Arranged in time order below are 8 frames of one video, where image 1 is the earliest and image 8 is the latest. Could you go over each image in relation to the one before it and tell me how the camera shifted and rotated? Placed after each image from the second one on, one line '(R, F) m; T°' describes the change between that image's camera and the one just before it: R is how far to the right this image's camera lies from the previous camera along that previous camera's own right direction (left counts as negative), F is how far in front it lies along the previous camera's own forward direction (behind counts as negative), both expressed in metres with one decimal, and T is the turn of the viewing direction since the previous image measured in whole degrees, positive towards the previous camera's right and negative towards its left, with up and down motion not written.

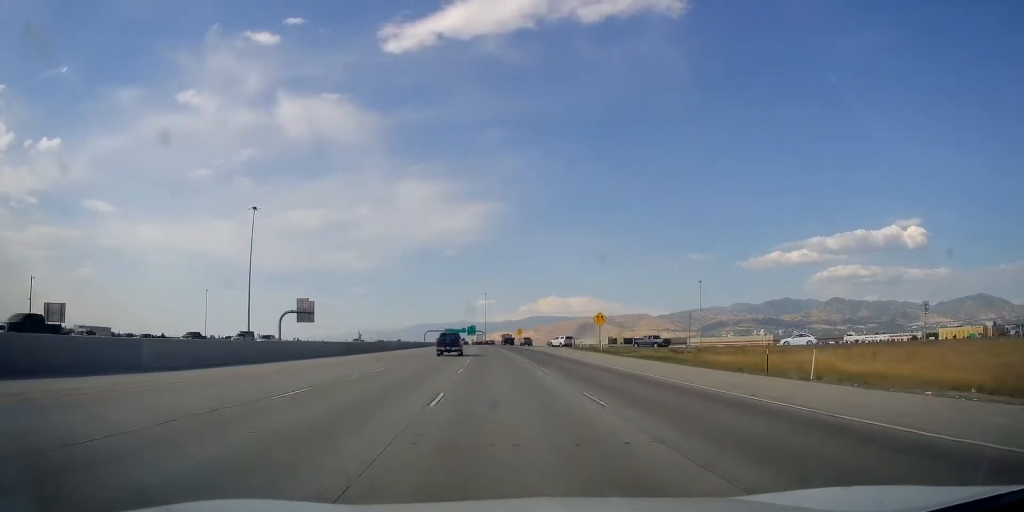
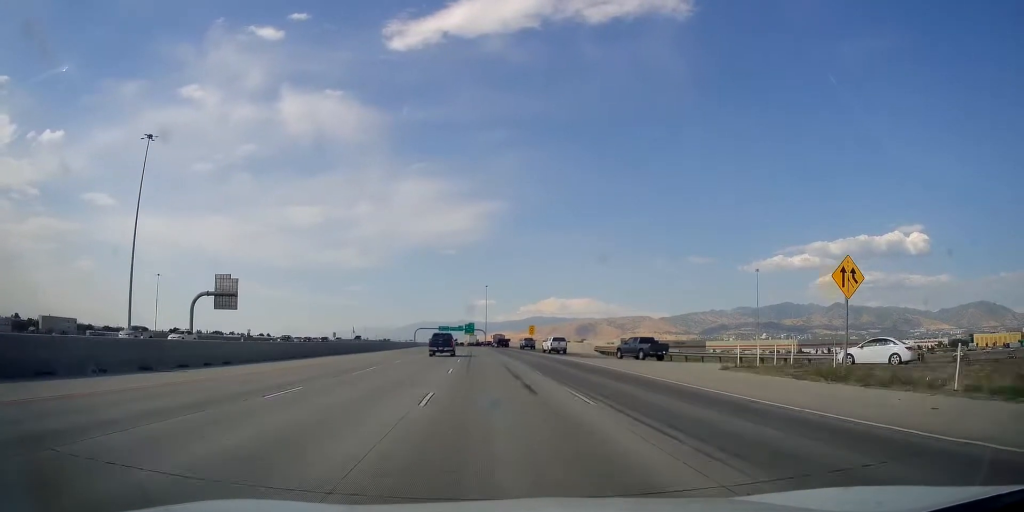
(+0.5, +47.9) m; +1°
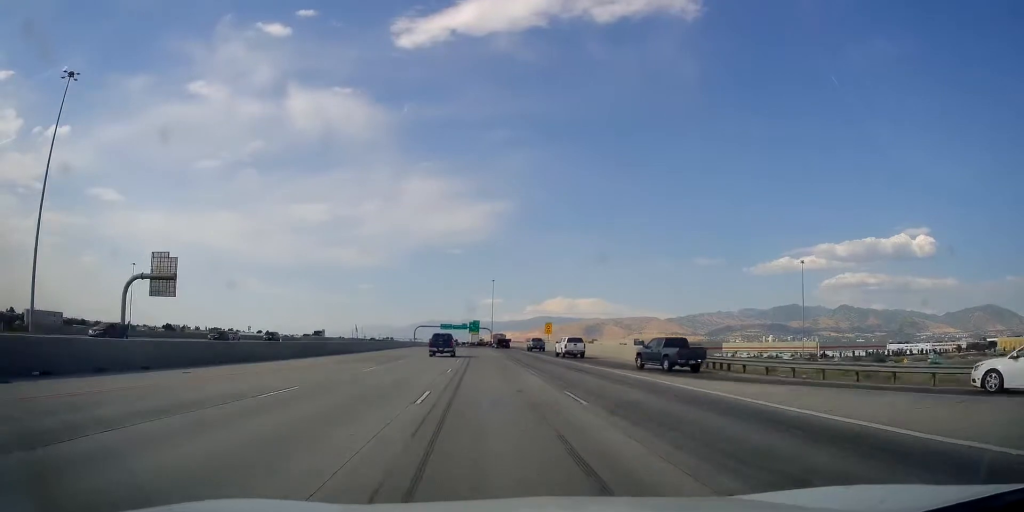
(+0.2, +23.9) m; -1°
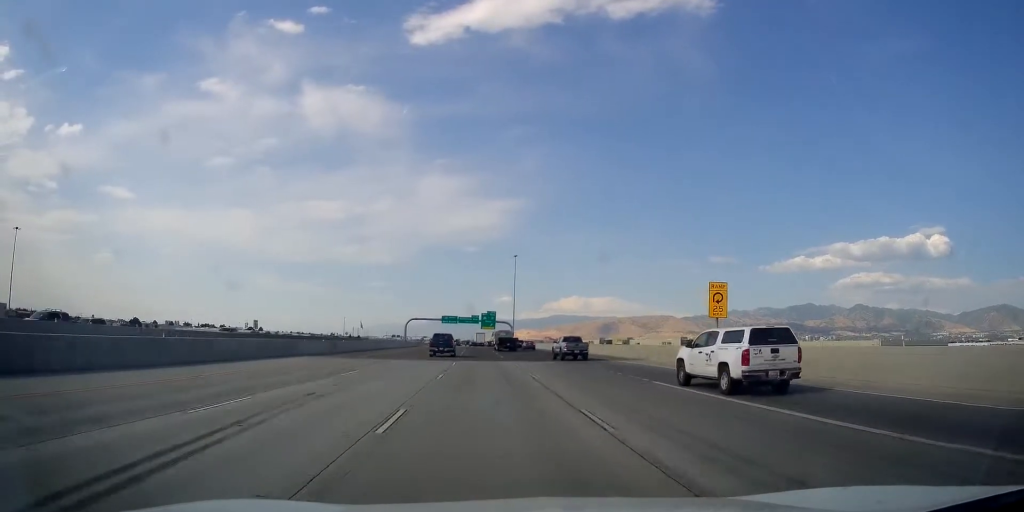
(-0.1, +76.3) m; 0°
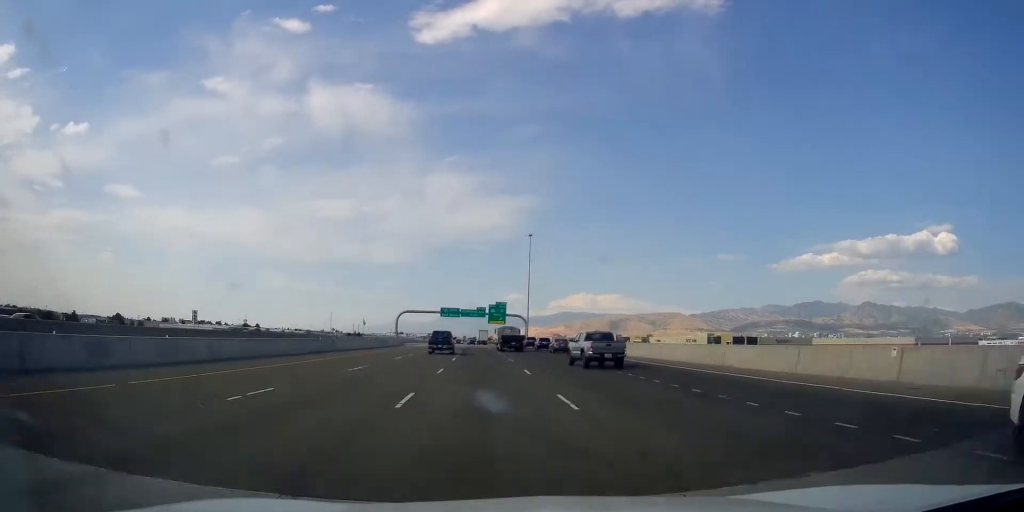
(-0.5, +34.1) m; -1°
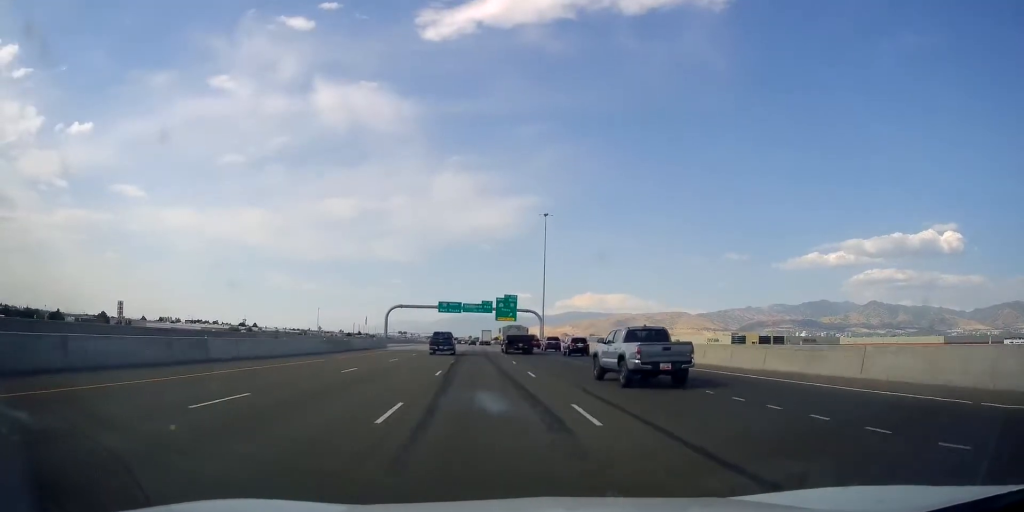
(-0.2, +25.8) m; -1°
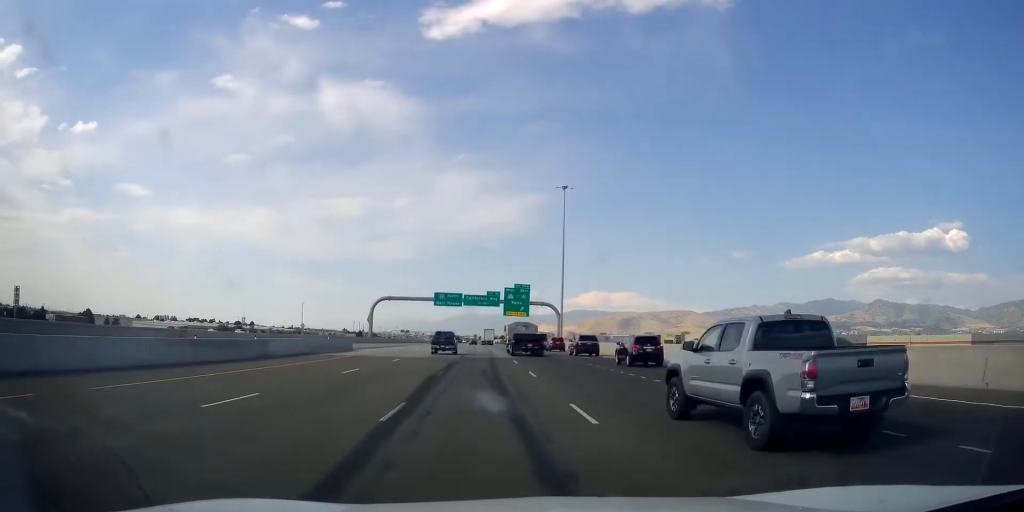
(-0.2, +23.5) m; 0°
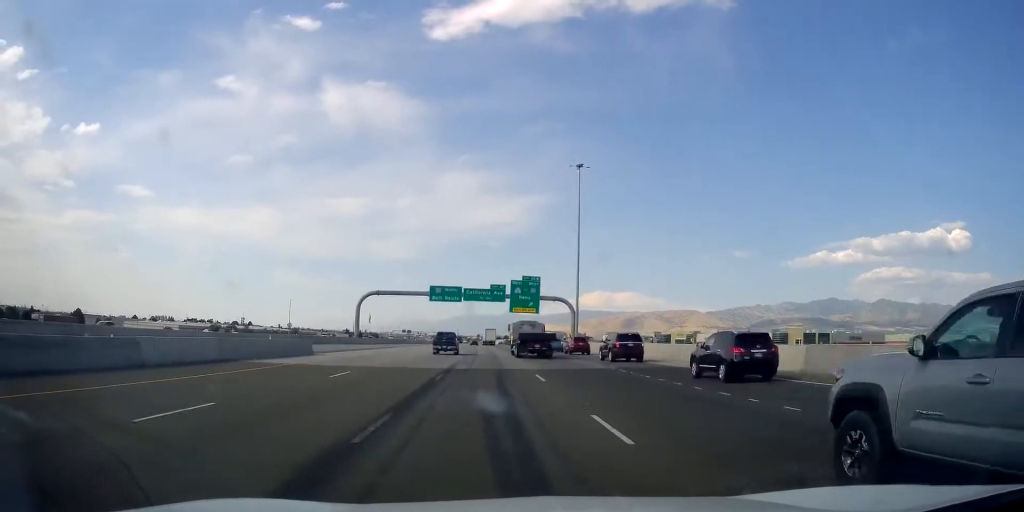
(-0.2, +14.5) m; 0°
